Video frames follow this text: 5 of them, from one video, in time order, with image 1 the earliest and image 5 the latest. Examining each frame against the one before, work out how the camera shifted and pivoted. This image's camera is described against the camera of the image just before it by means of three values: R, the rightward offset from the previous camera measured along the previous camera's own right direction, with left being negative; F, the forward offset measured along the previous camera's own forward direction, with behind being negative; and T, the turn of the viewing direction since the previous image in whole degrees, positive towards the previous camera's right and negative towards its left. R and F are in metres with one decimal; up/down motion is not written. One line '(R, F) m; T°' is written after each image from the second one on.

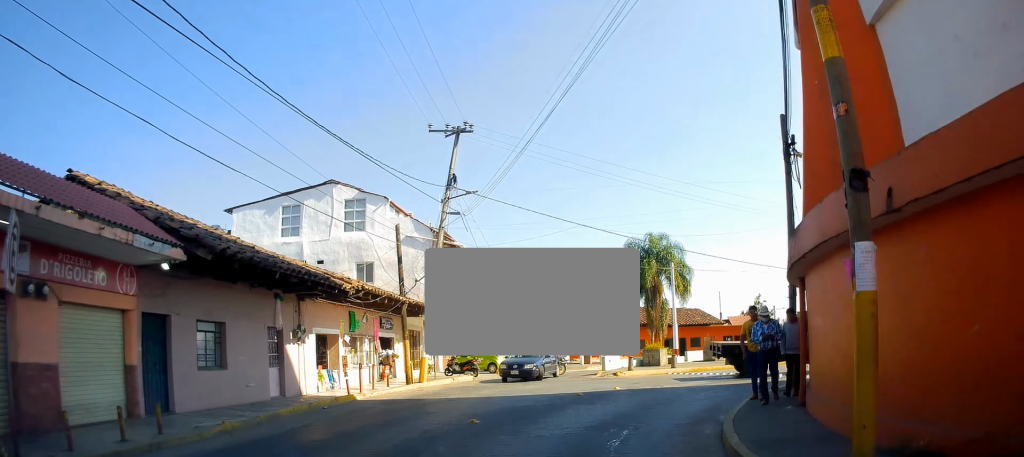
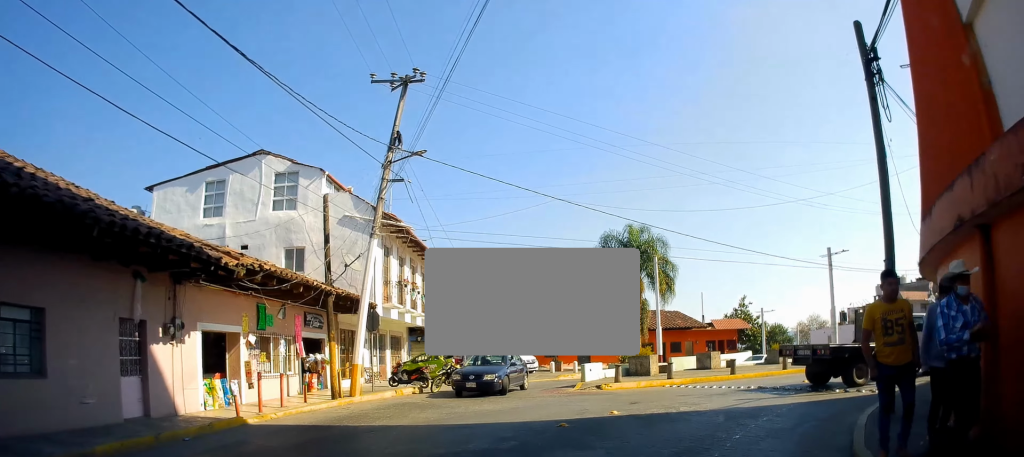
(+0.4, +6.6) m; +4°
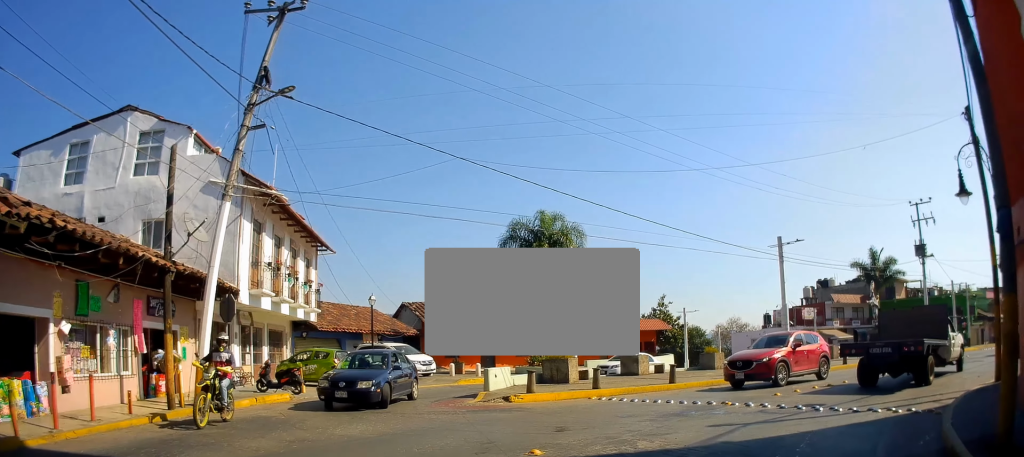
(+0.7, +5.8) m; +15°
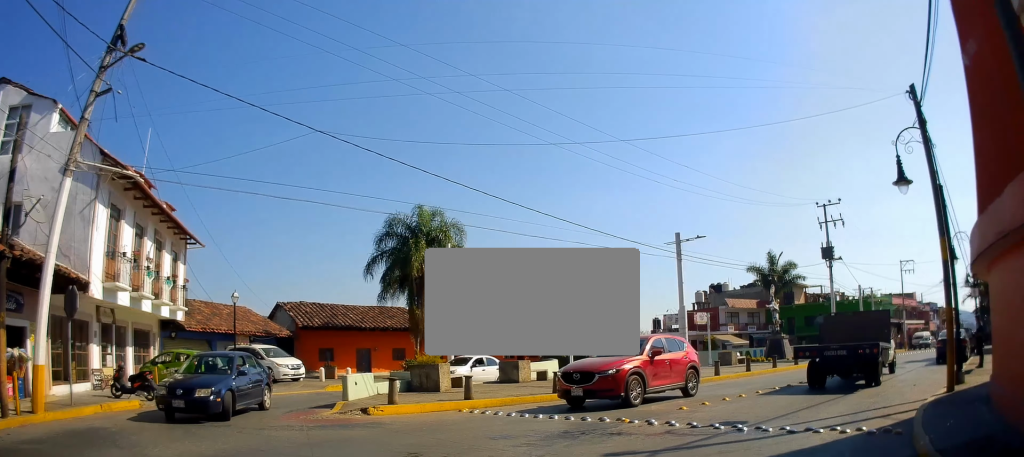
(+0.1, +3.0) m; +7°
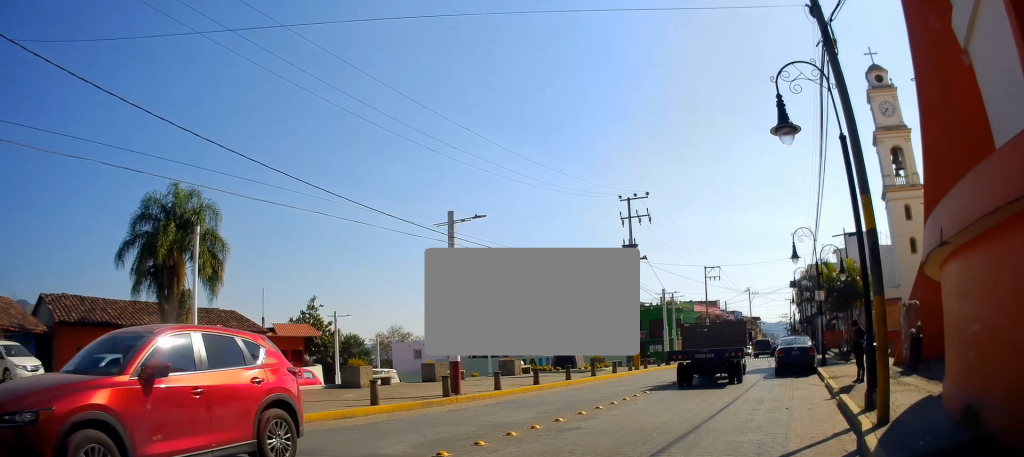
(+0.9, +6.0) m; +15°
